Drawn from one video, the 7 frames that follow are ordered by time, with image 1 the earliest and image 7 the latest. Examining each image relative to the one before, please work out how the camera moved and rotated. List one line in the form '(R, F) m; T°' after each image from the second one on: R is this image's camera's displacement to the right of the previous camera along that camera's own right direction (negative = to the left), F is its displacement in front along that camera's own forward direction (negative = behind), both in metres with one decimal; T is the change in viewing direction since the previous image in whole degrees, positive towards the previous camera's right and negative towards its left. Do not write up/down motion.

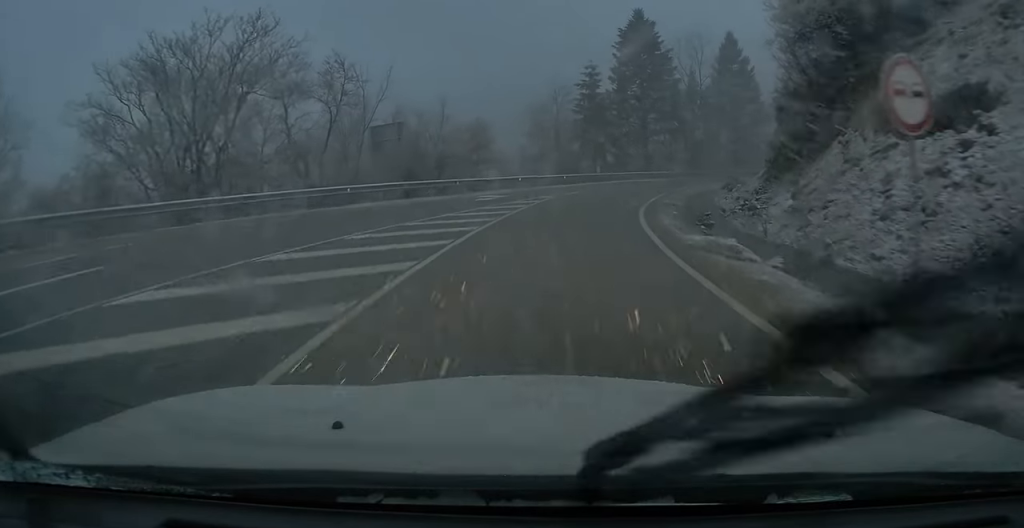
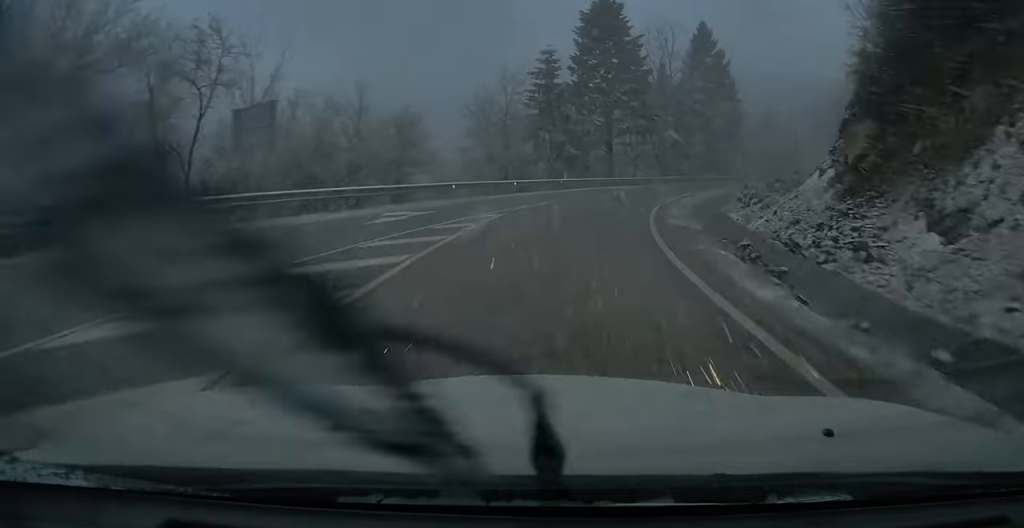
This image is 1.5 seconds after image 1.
(+0.2, +11.5) m; +5°
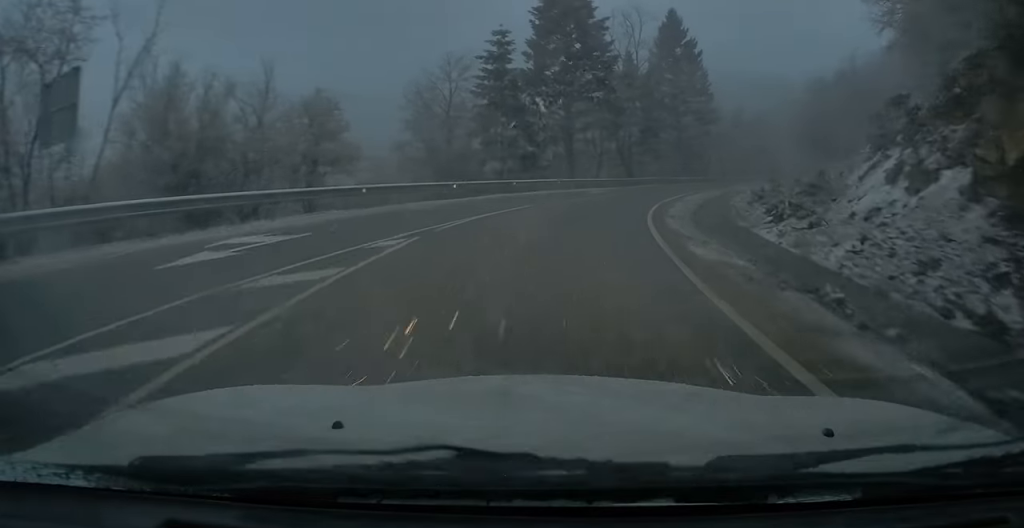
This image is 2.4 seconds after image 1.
(+0.3, +8.6) m; +3°
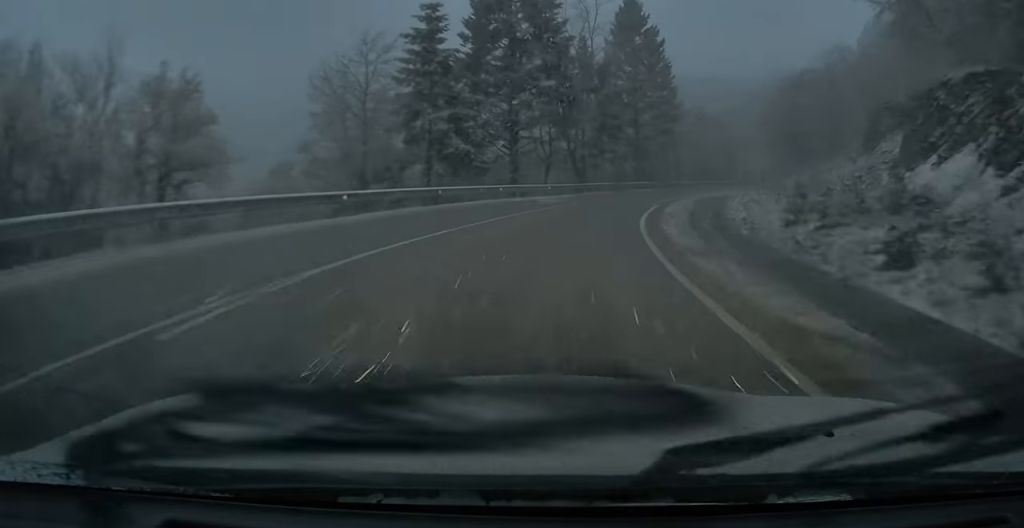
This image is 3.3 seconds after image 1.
(+0.2, +9.6) m; +5°
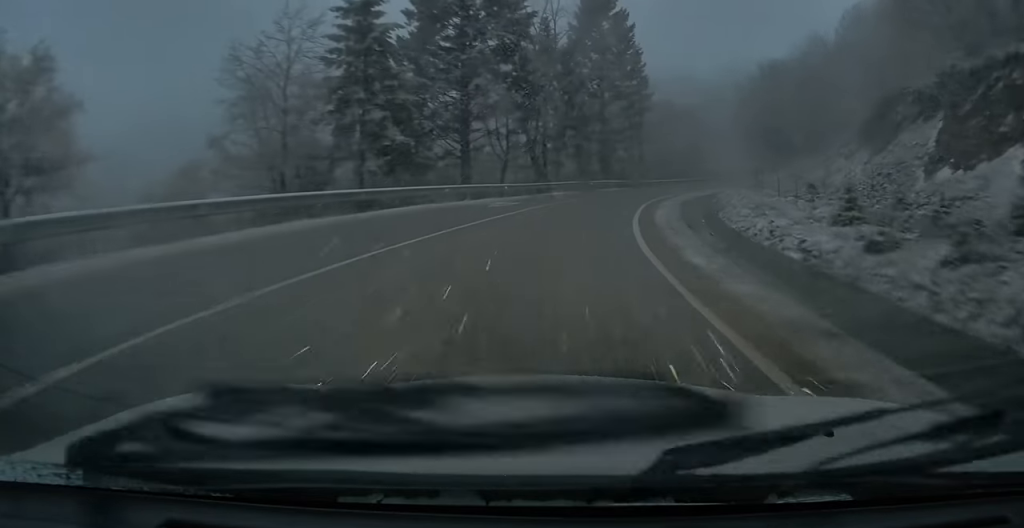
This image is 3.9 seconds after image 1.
(+0.4, +6.6) m; +3°
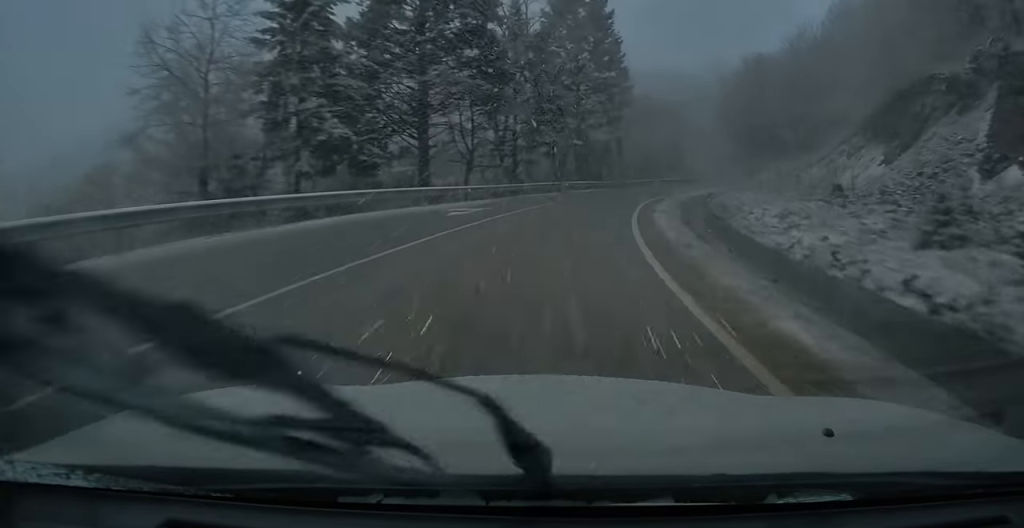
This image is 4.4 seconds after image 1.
(+0.1, +5.2) m; +3°
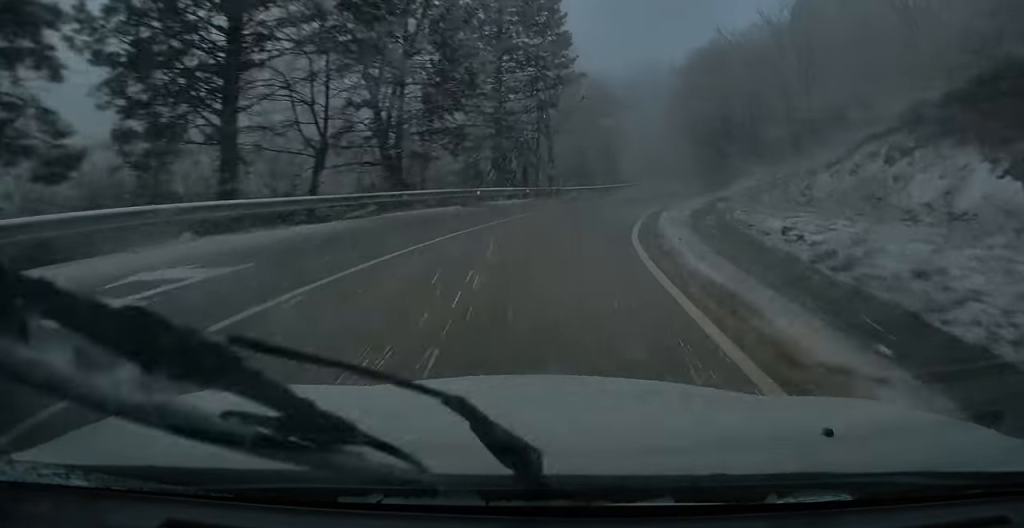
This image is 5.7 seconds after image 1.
(+1.0, +15.8) m; +8°
